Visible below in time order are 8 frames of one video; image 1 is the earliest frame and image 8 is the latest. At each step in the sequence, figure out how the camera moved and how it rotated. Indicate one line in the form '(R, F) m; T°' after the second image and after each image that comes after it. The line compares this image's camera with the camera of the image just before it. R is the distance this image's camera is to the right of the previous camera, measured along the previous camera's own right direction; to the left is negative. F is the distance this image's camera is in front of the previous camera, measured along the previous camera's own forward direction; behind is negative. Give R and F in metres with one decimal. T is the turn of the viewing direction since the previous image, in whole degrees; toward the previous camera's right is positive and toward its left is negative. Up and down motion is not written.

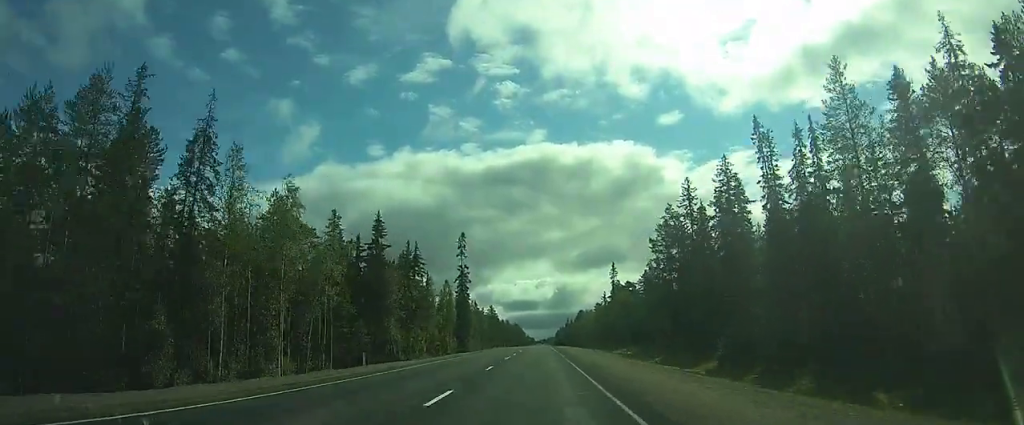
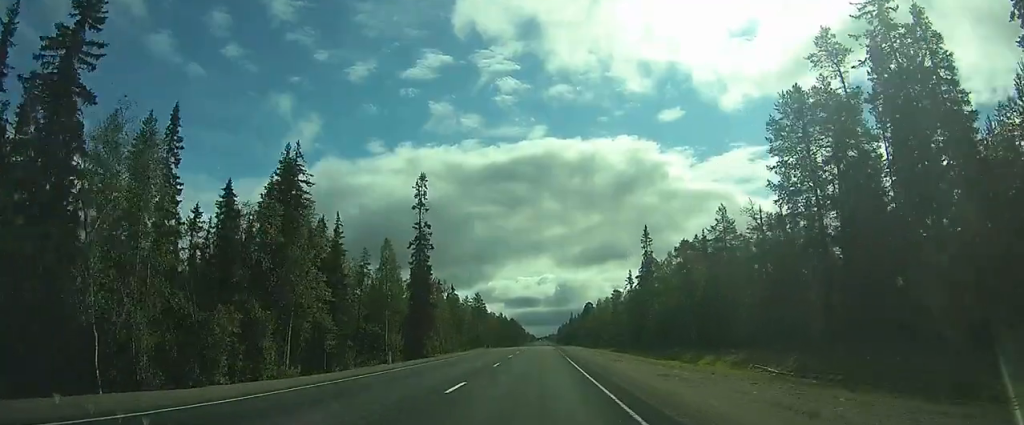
(+0.6, +36.8) m; +1°
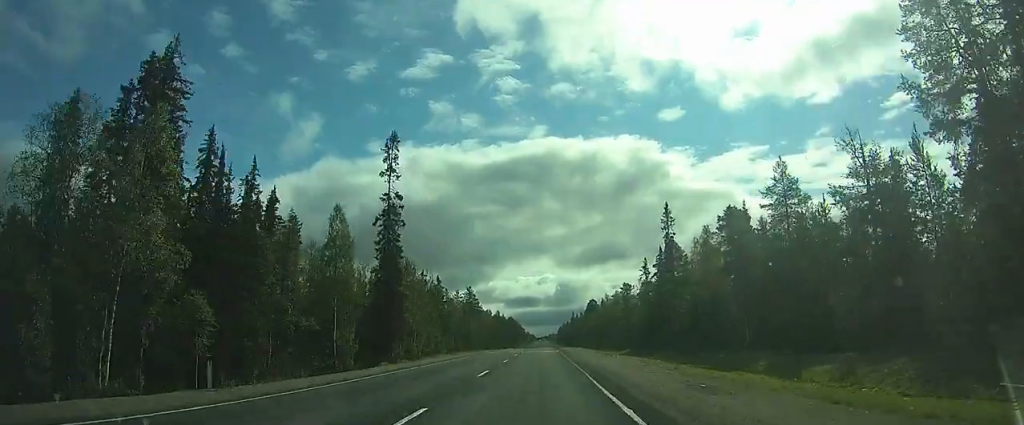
(0.0, +16.9) m; 0°
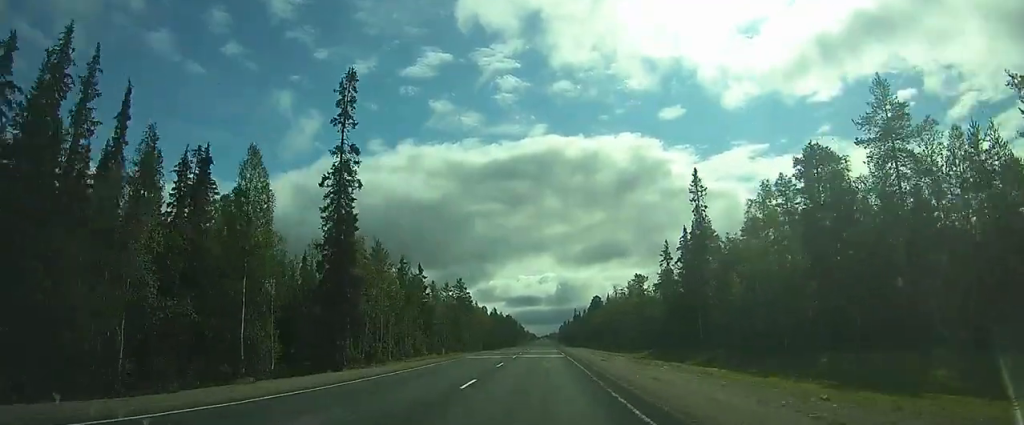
(0.0, +17.4) m; -1°
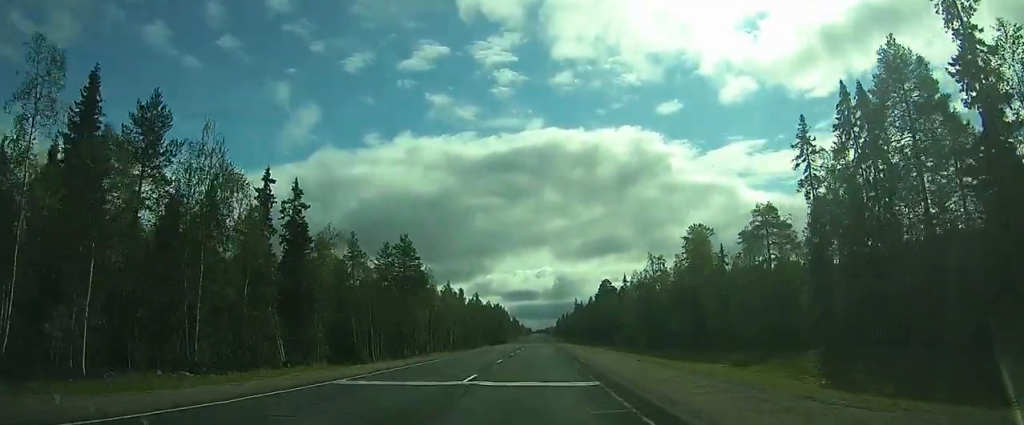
(-0.4, +48.6) m; +1°
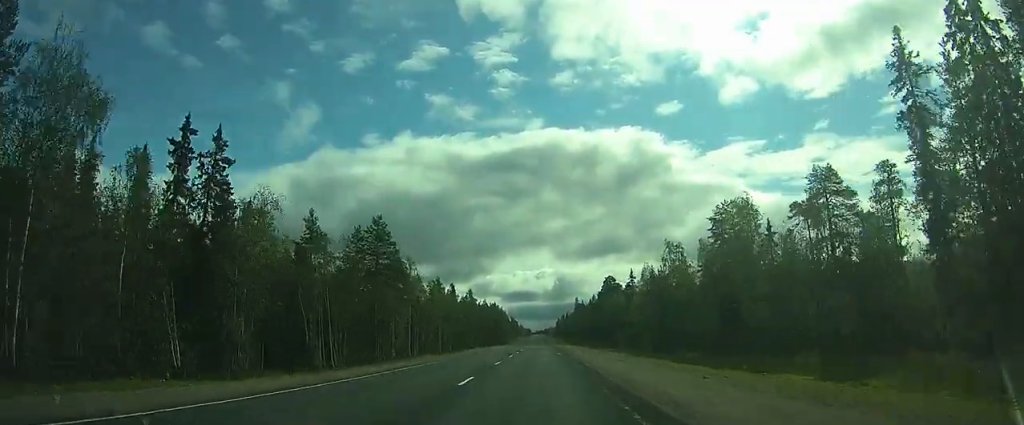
(+0.4, +12.3) m; +1°
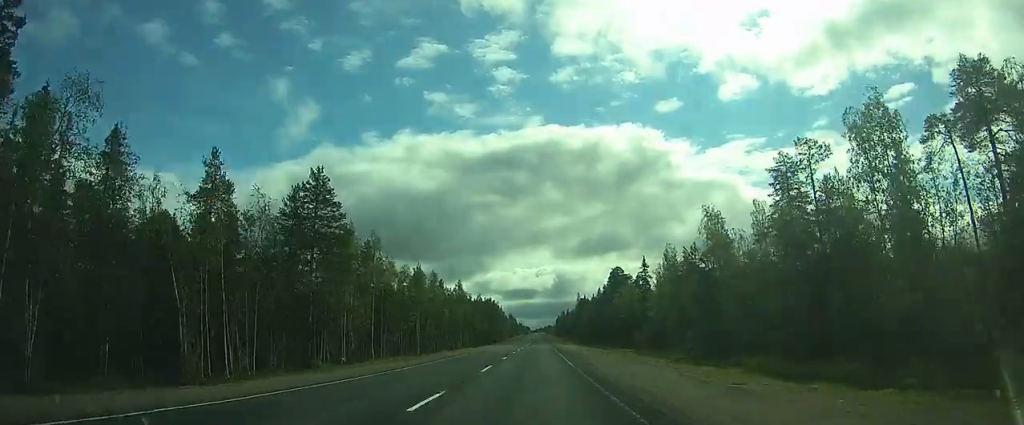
(0.0, +17.3) m; 0°
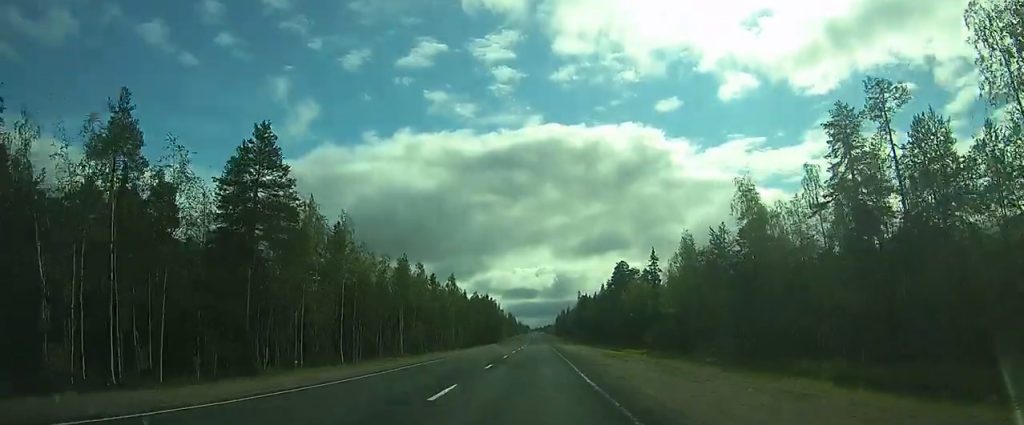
(-0.1, +9.7) m; 0°
